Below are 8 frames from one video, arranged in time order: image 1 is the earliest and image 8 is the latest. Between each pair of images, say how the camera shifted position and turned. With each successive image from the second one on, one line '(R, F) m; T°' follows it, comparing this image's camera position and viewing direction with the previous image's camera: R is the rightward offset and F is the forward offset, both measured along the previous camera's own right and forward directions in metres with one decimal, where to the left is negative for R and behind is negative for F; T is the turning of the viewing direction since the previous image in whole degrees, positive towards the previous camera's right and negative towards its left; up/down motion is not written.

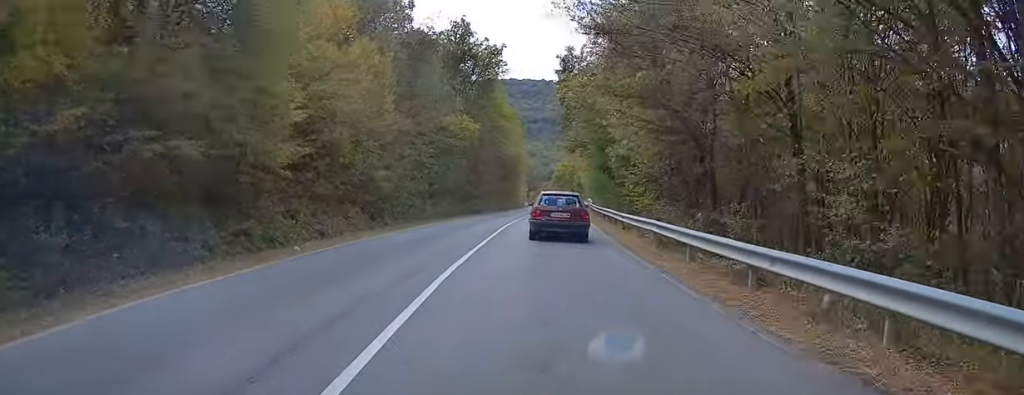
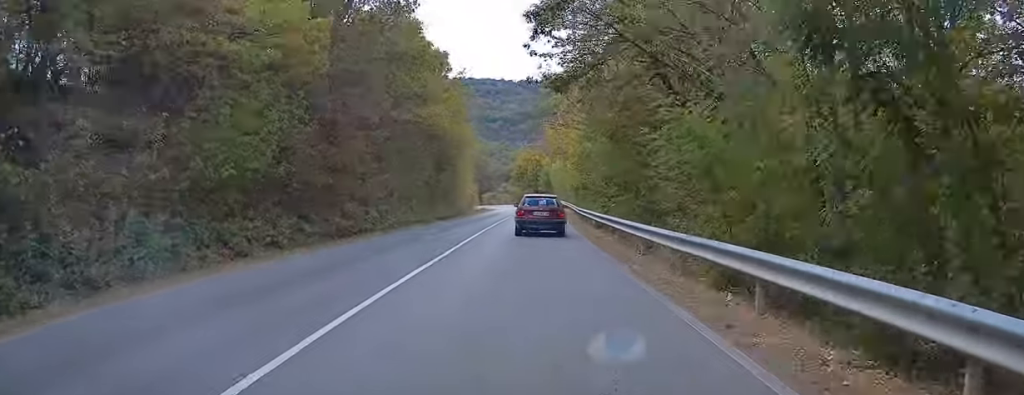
(+0.8, +30.2) m; +2°
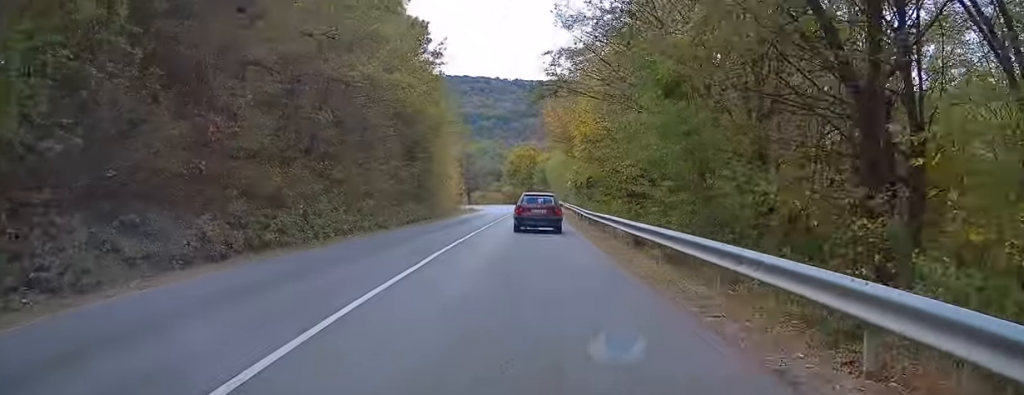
(+0.2, +10.9) m; 0°
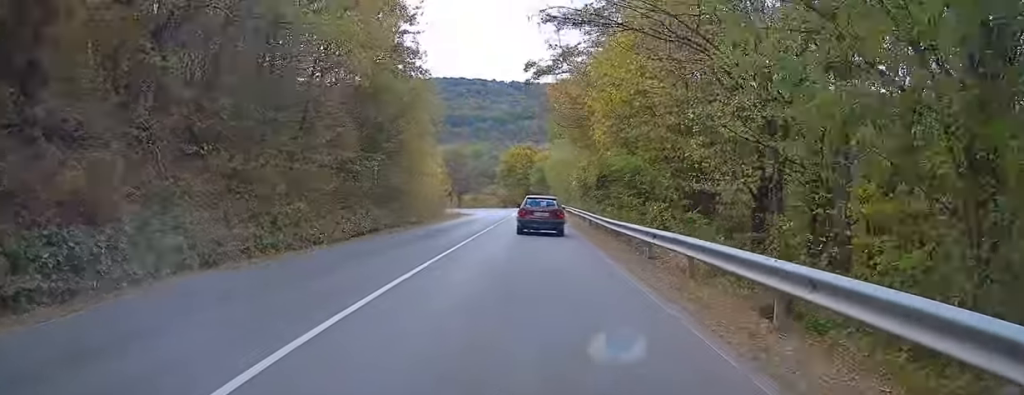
(-0.4, +10.1) m; +1°
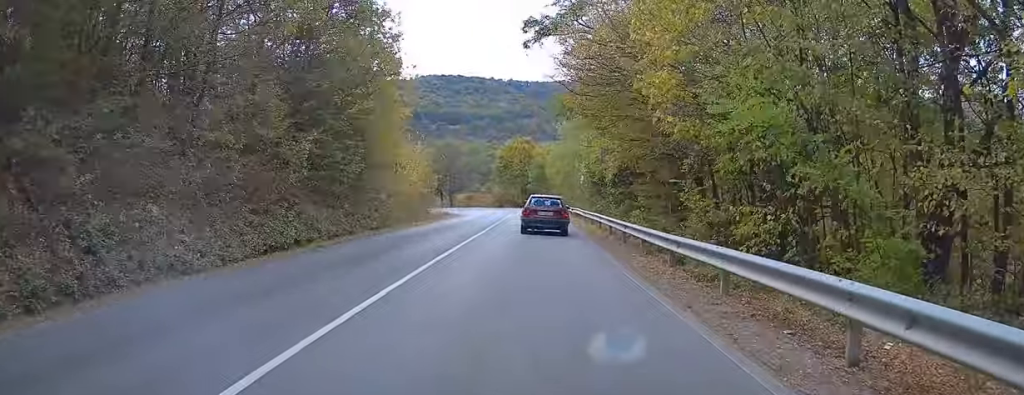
(+0.6, +9.1) m; +2°
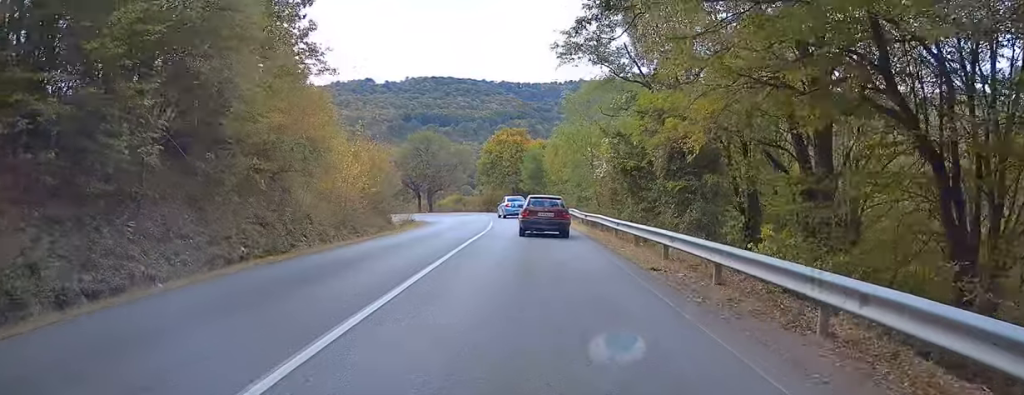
(-0.2, +14.5) m; -3°
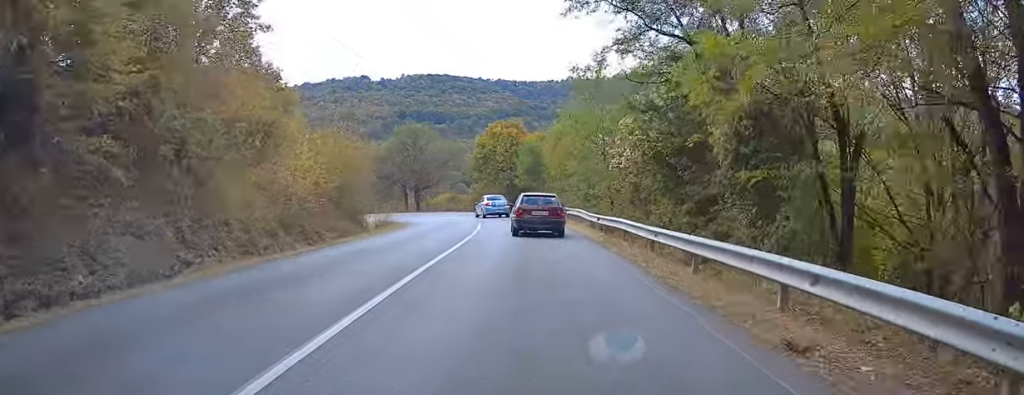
(-0.2, +7.1) m; 0°
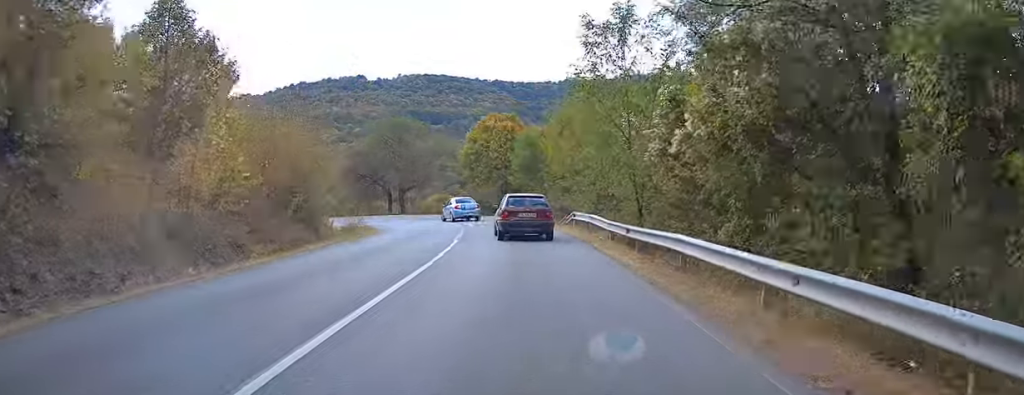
(-0.1, +7.9) m; 0°
